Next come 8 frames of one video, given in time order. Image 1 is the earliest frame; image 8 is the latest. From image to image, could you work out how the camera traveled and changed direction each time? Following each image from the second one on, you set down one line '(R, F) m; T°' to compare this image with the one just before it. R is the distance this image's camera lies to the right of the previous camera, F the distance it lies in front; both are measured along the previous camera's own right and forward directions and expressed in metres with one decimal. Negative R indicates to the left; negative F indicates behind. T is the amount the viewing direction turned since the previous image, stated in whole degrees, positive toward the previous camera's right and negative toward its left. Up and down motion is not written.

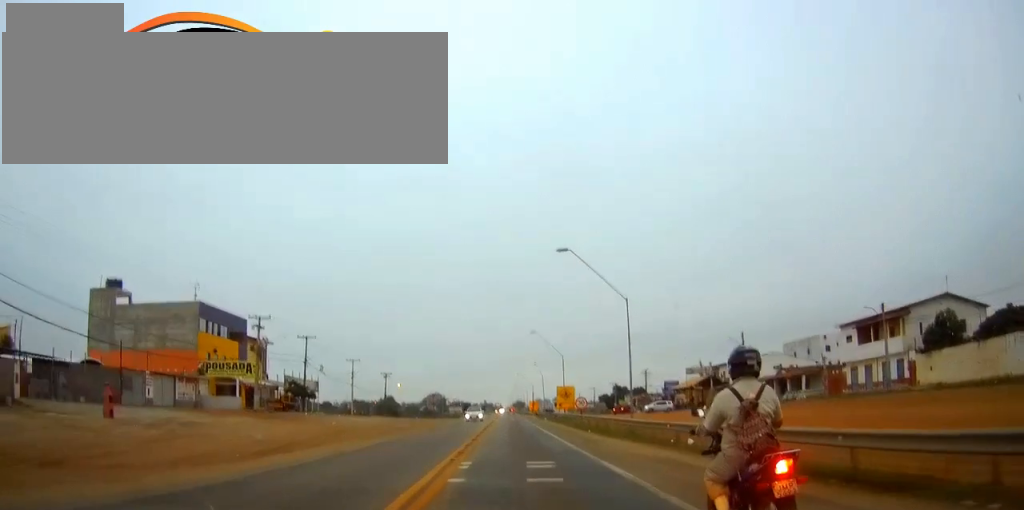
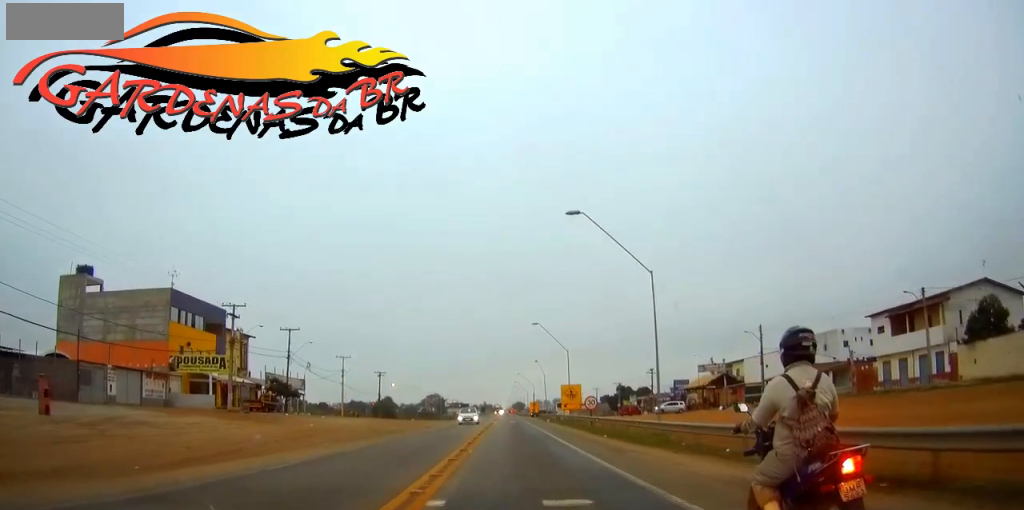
(0.0, +6.6) m; 0°
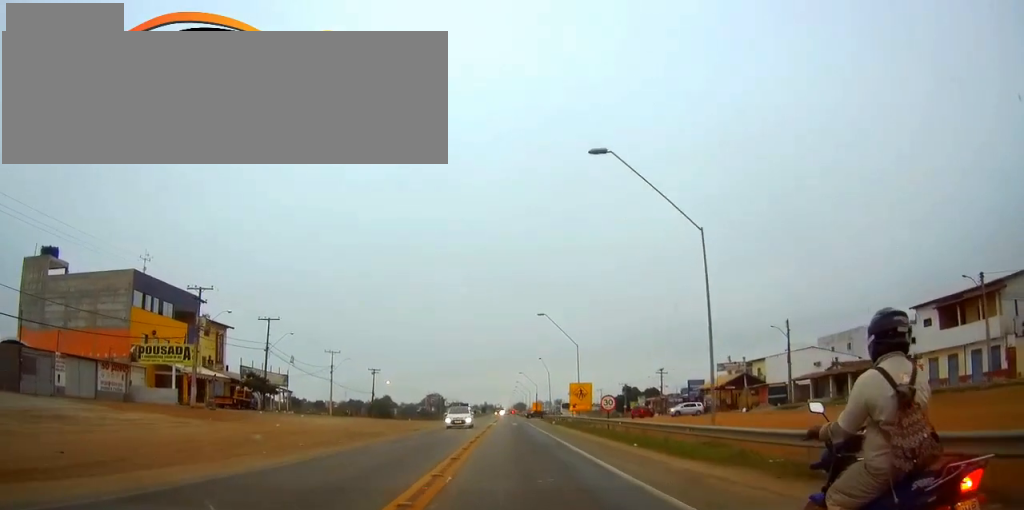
(0.0, +8.0) m; 0°
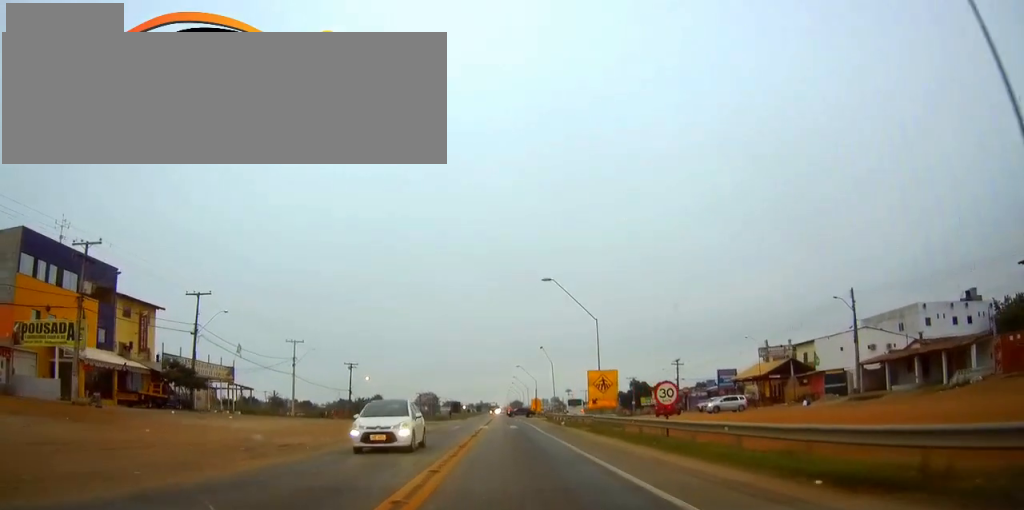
(0.0, +16.3) m; 0°
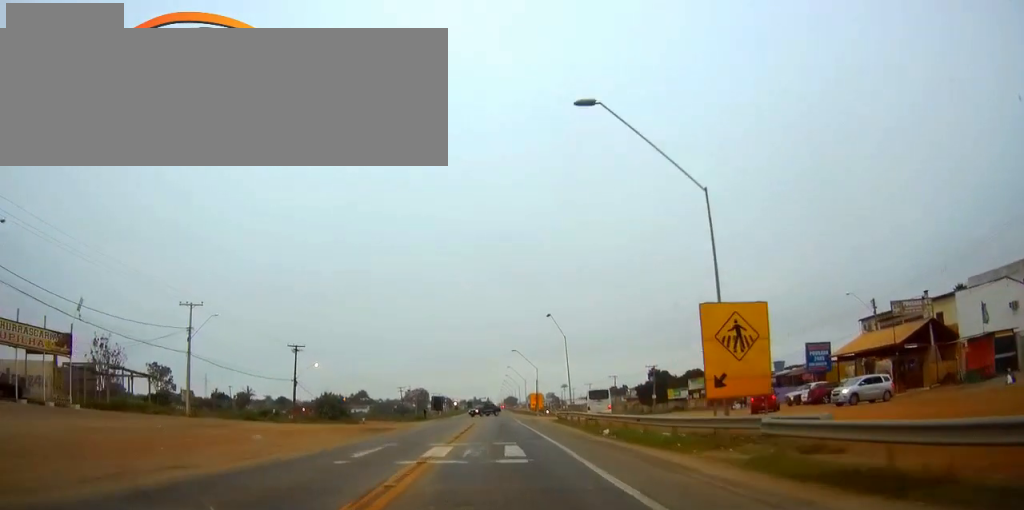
(+0.1, +27.5) m; 0°
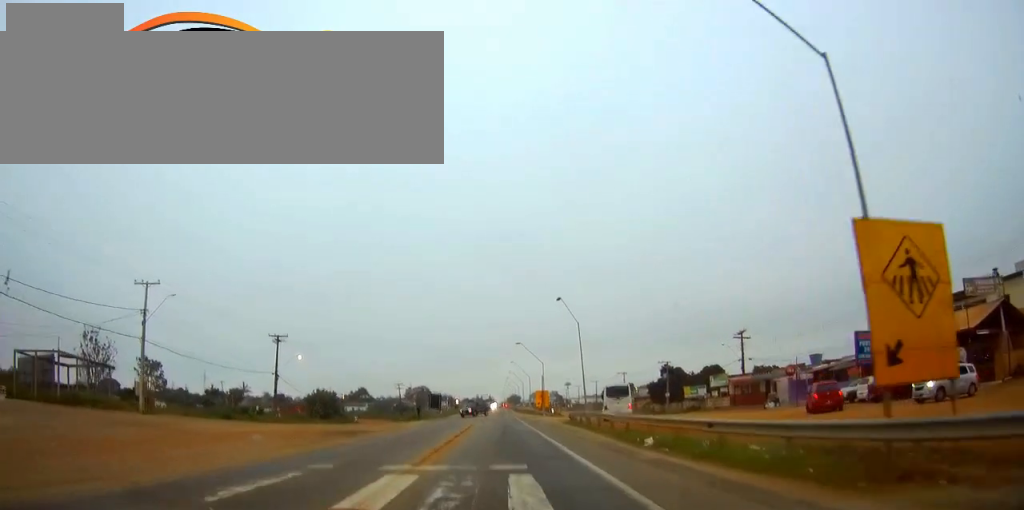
(-0.1, +8.4) m; 0°
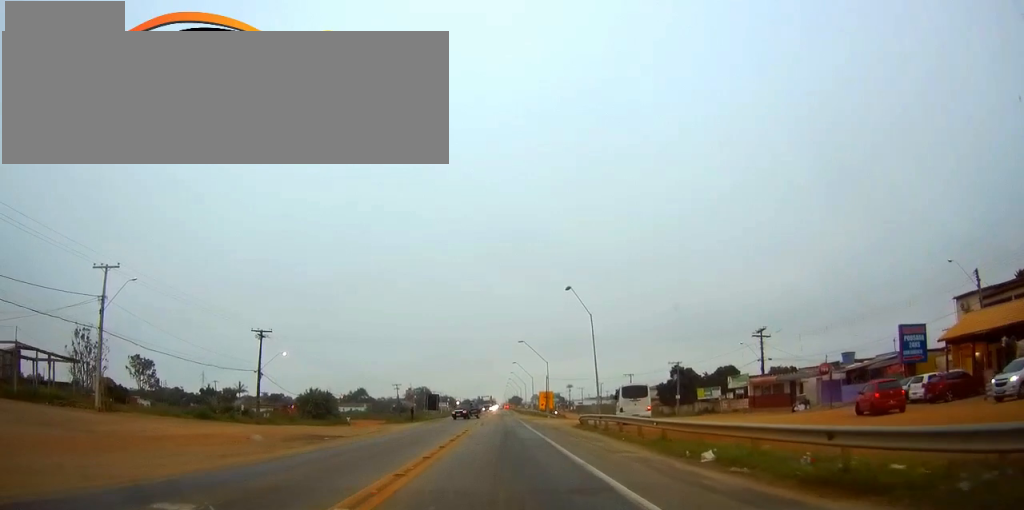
(0.0, +6.2) m; 0°
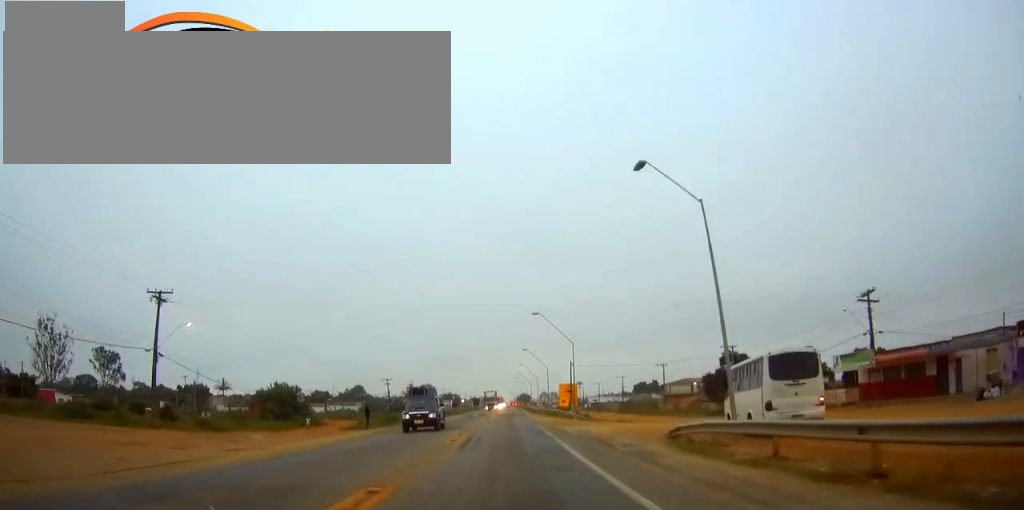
(0.0, +24.6) m; -1°
